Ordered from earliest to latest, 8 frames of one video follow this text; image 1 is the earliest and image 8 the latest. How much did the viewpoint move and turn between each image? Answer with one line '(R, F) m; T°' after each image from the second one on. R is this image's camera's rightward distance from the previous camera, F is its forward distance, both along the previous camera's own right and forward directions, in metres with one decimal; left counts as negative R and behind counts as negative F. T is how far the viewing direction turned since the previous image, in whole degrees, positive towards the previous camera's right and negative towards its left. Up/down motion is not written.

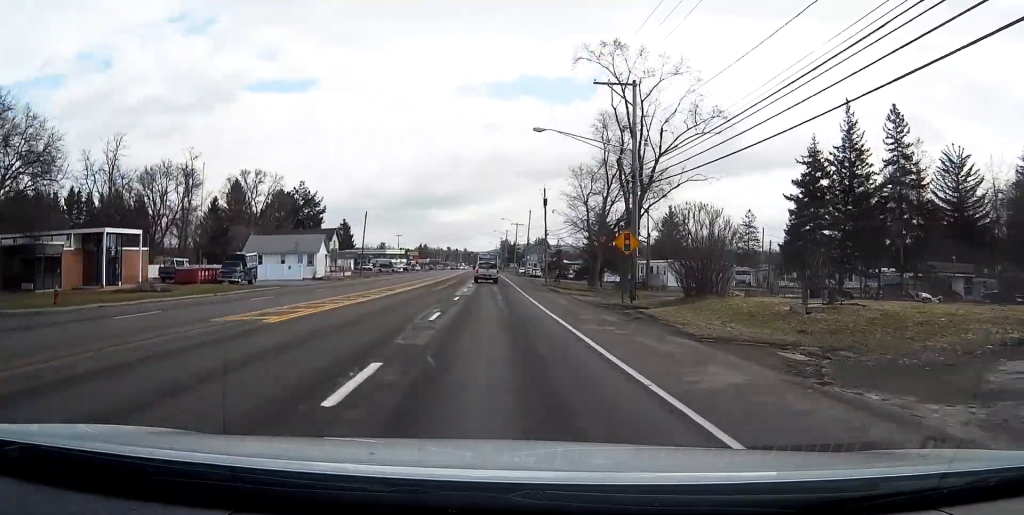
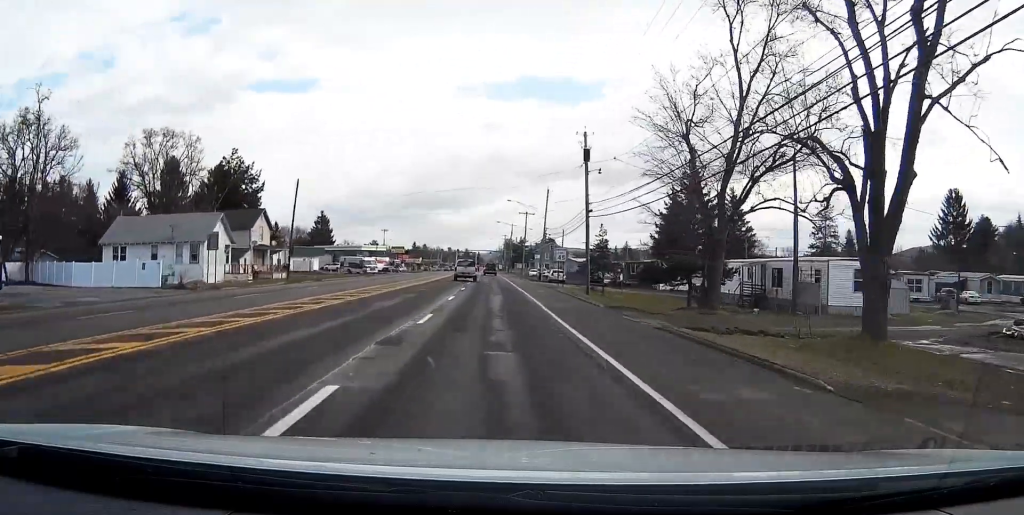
(-0.2, +39.0) m; 0°
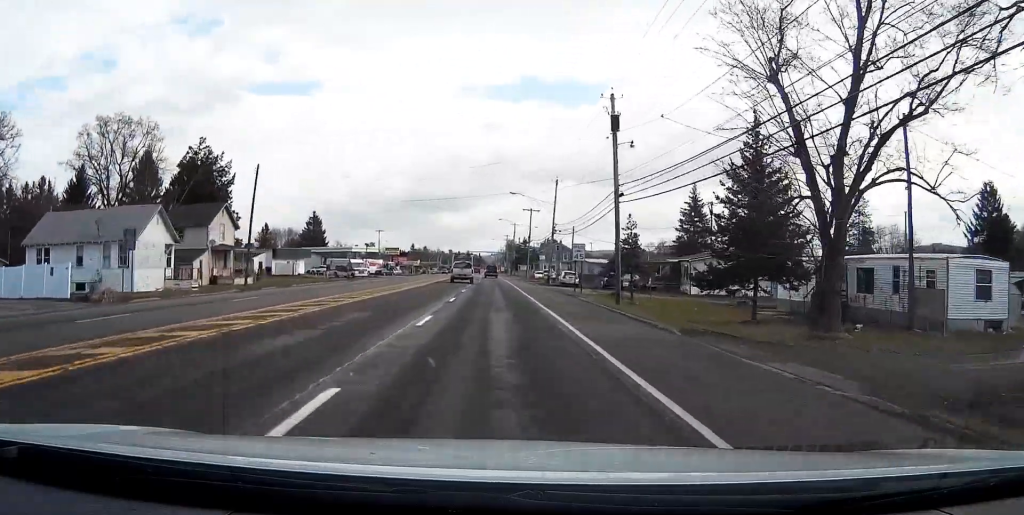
(0.0, +12.3) m; 0°
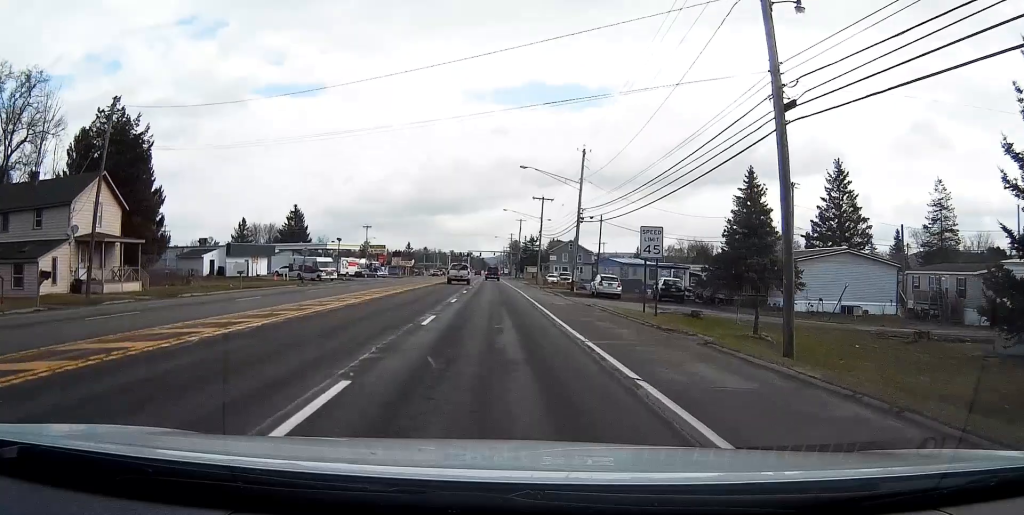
(+0.1, +23.8) m; 0°
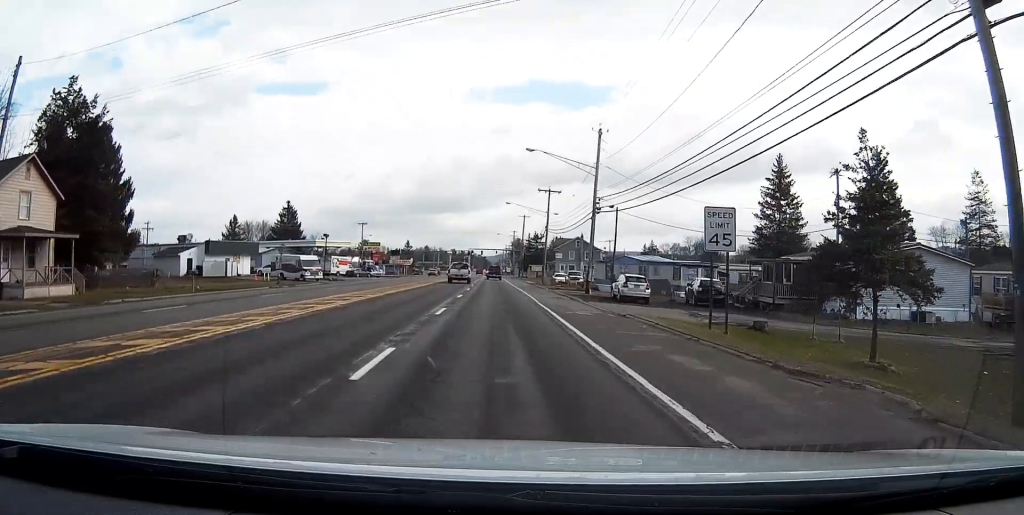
(+0.1, +8.8) m; 0°
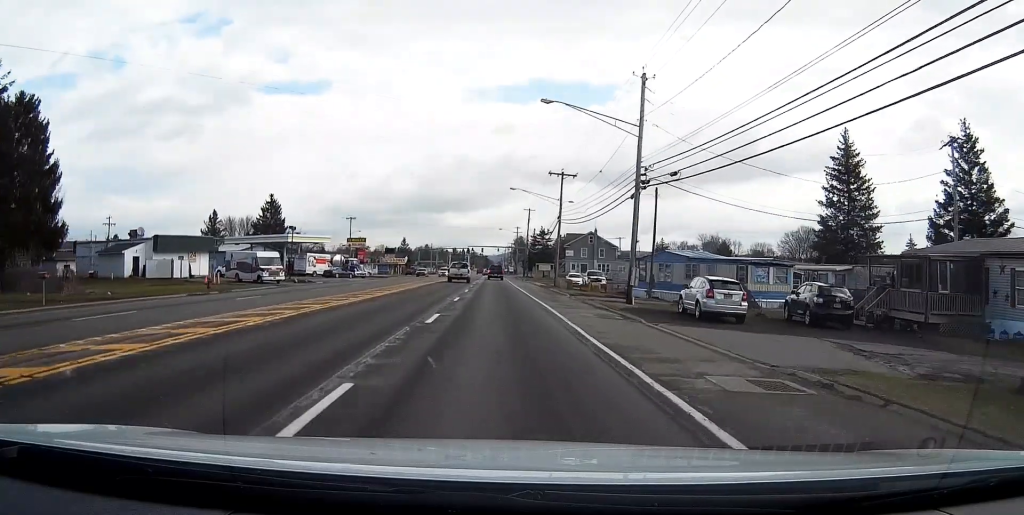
(-0.1, +16.1) m; 0°
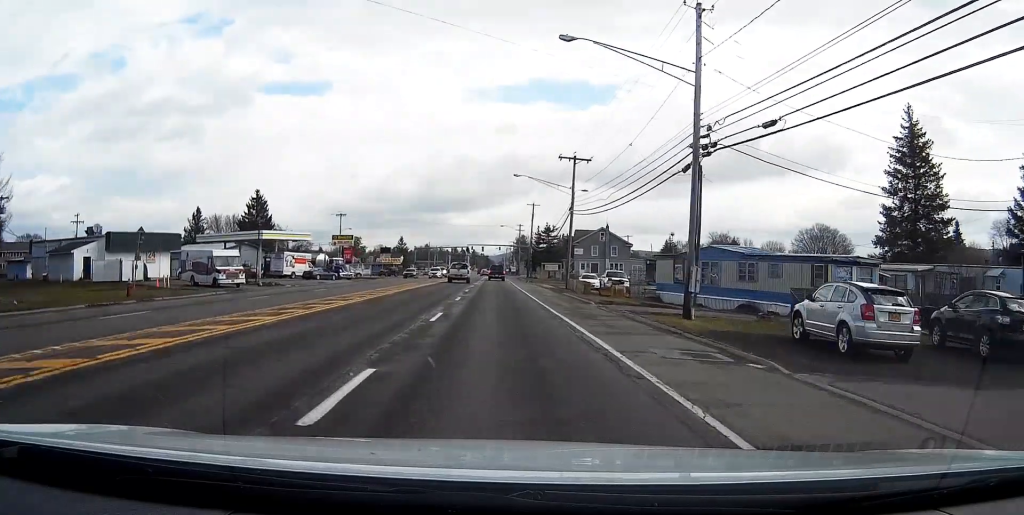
(0.0, +11.3) m; 0°
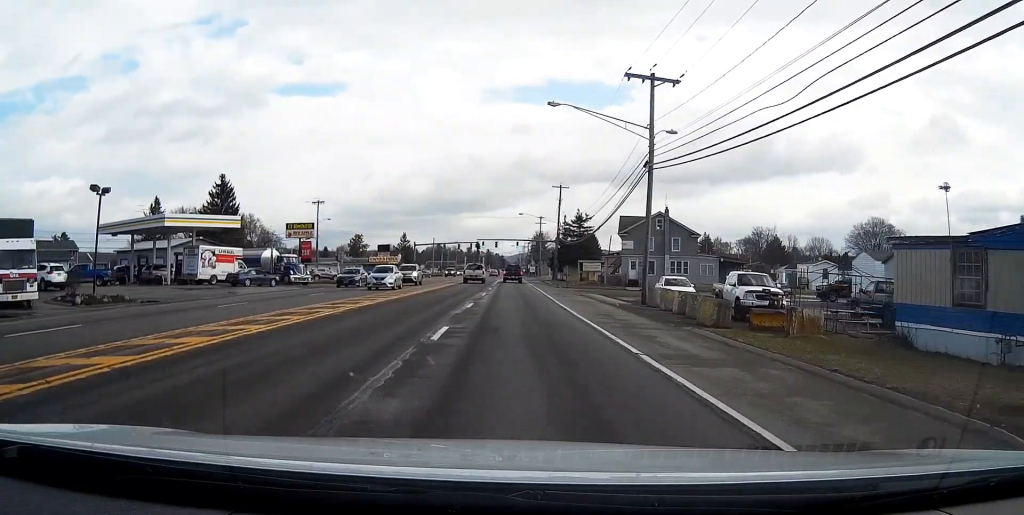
(-0.2, +29.7) m; -1°
